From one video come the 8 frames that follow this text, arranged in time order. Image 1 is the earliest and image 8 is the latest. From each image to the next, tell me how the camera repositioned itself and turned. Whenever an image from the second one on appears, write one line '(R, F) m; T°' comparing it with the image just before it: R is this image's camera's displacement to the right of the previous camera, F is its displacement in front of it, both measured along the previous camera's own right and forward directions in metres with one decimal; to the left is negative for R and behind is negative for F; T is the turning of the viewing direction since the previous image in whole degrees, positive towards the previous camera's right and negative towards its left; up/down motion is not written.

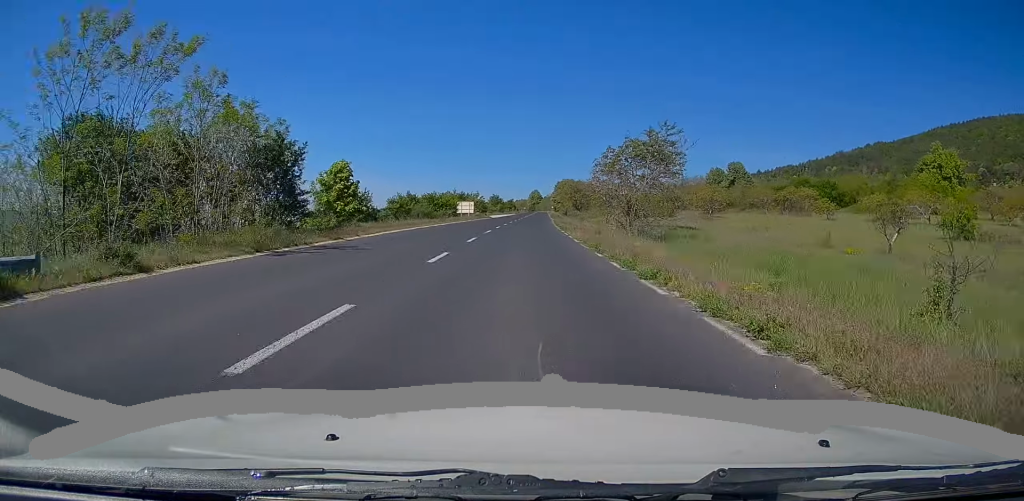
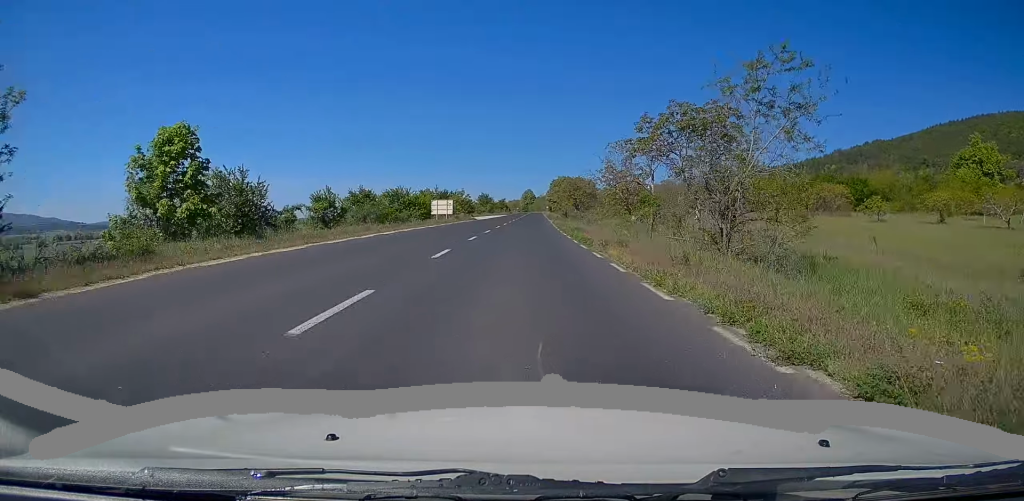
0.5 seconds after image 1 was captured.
(+0.2, +16.3) m; +1°
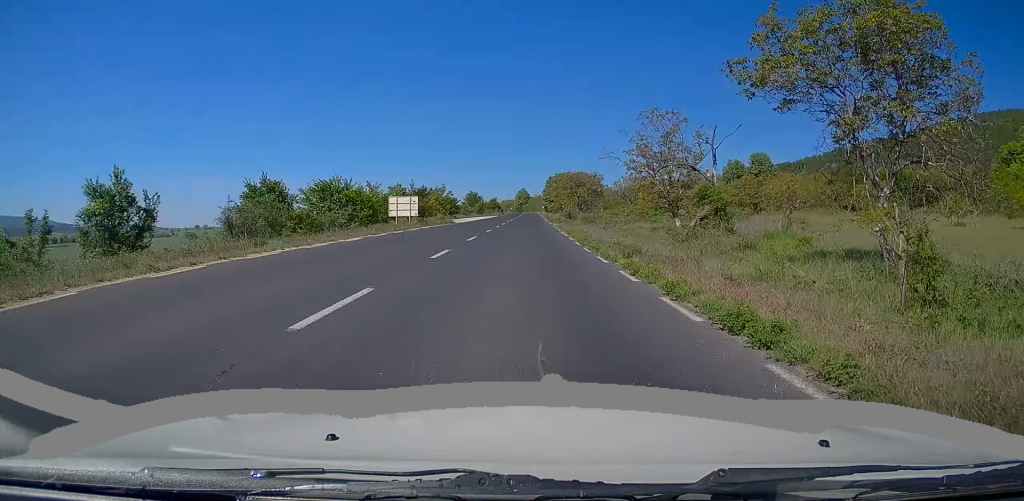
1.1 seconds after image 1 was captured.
(0.0, +17.5) m; 0°
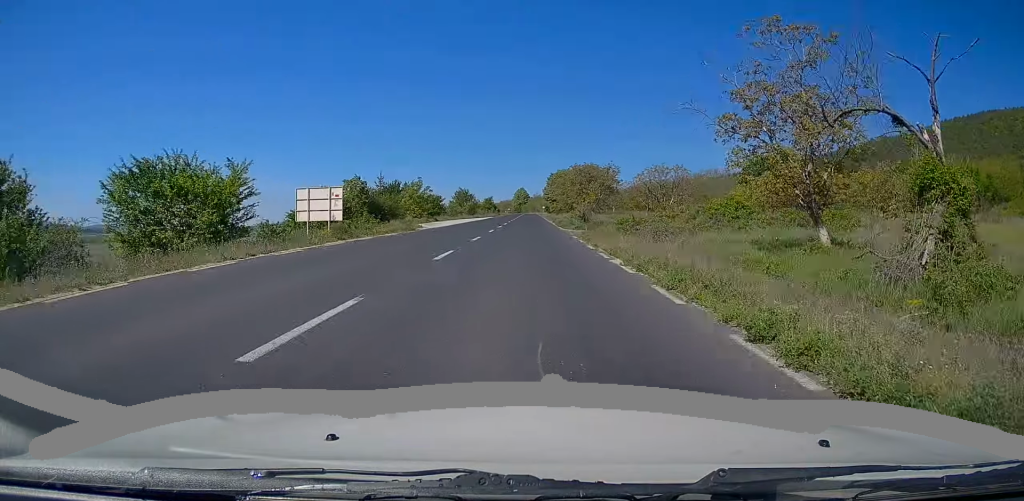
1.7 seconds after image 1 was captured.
(0.0, +18.5) m; 0°
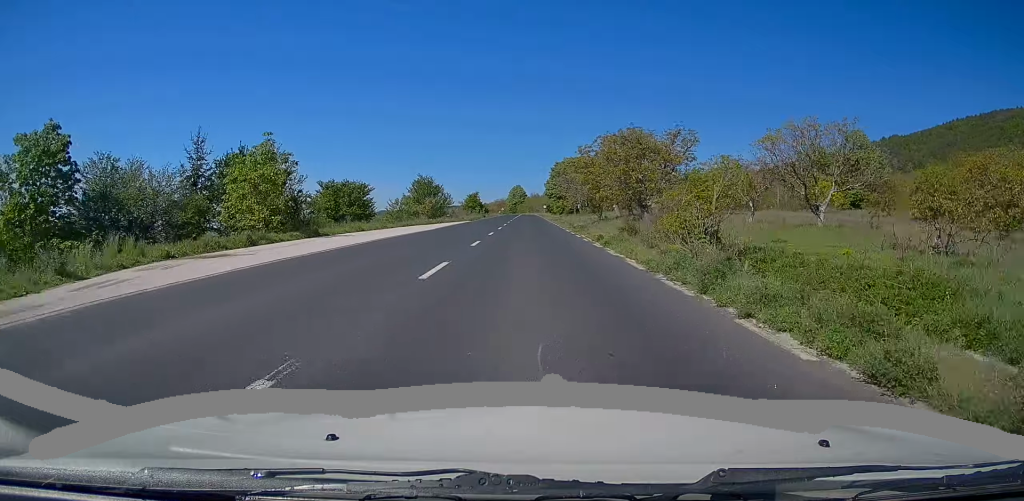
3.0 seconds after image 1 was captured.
(+0.3, +39.1) m; +1°
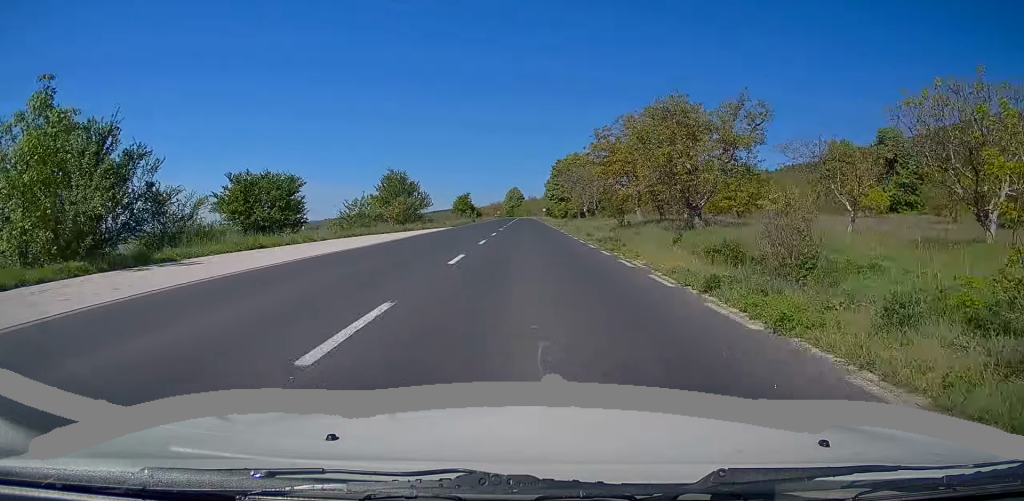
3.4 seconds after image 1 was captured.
(+0.1, +14.4) m; 0°
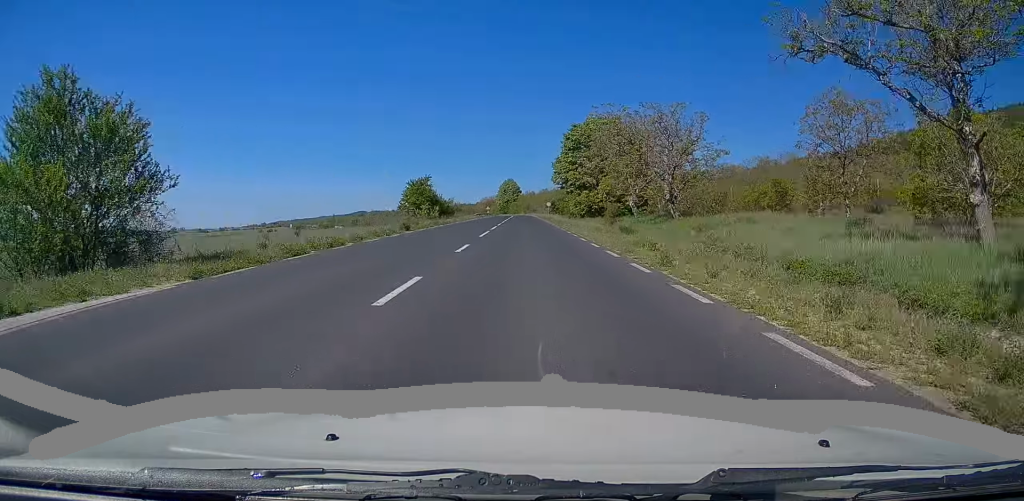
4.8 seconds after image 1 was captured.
(0.0, +42.2) m; 0°
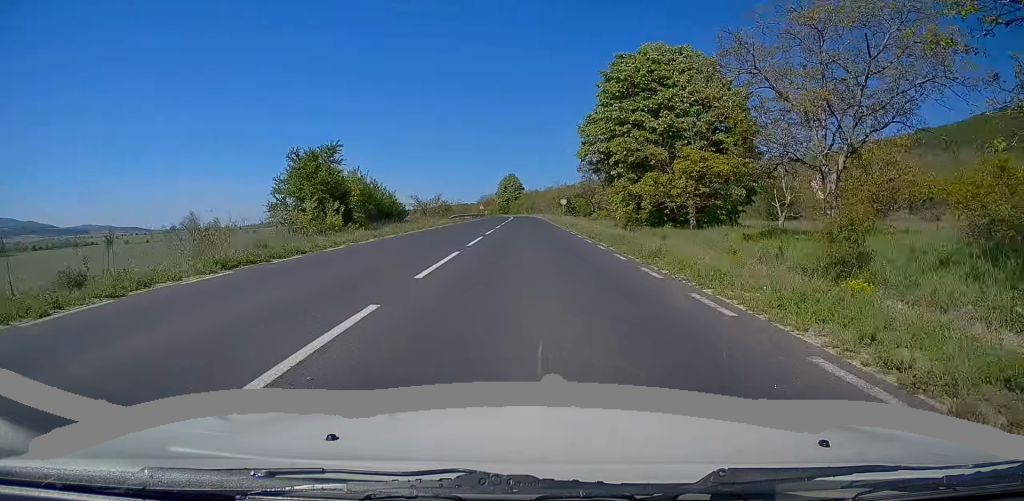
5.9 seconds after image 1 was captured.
(0.0, +33.1) m; 0°
